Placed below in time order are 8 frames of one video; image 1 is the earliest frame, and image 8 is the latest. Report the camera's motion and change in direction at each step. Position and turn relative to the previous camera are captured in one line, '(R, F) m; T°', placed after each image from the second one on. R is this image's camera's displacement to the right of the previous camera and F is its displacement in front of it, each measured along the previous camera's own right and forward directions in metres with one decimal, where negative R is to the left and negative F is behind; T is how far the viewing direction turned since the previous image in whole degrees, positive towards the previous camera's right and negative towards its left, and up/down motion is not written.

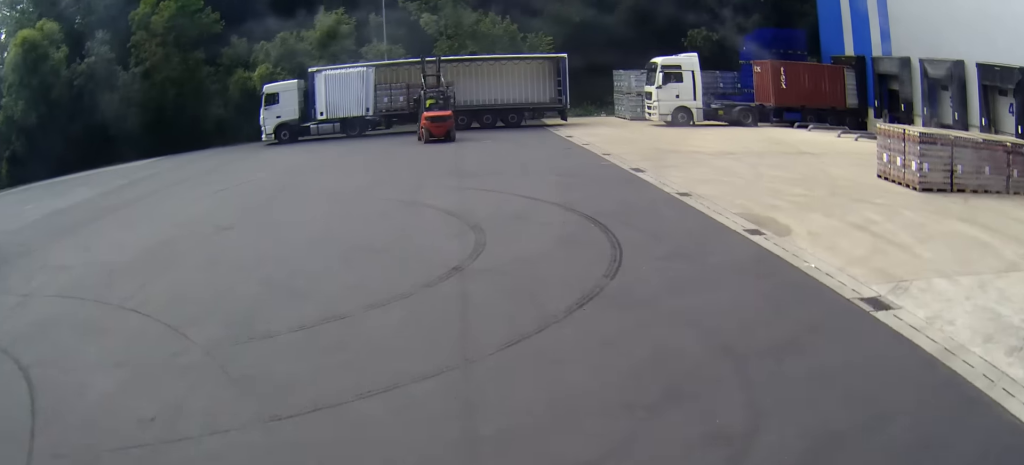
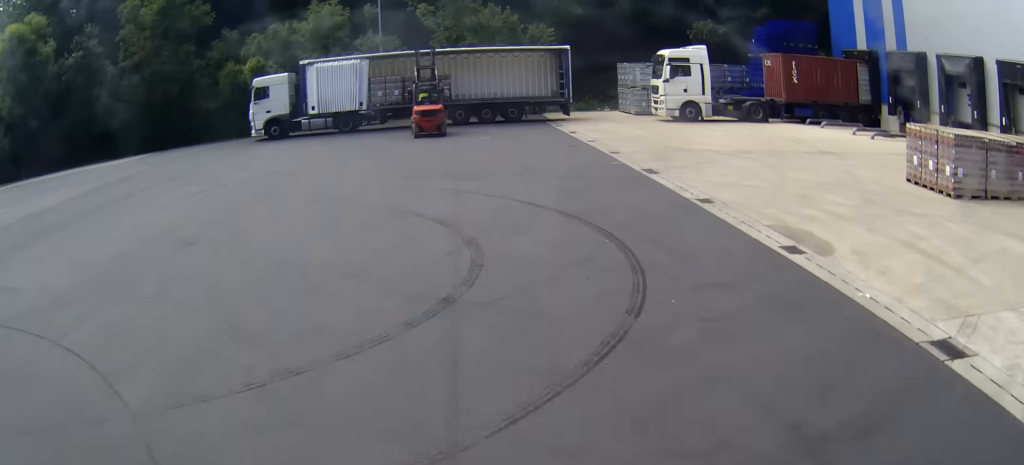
(0.0, +1.6) m; 0°
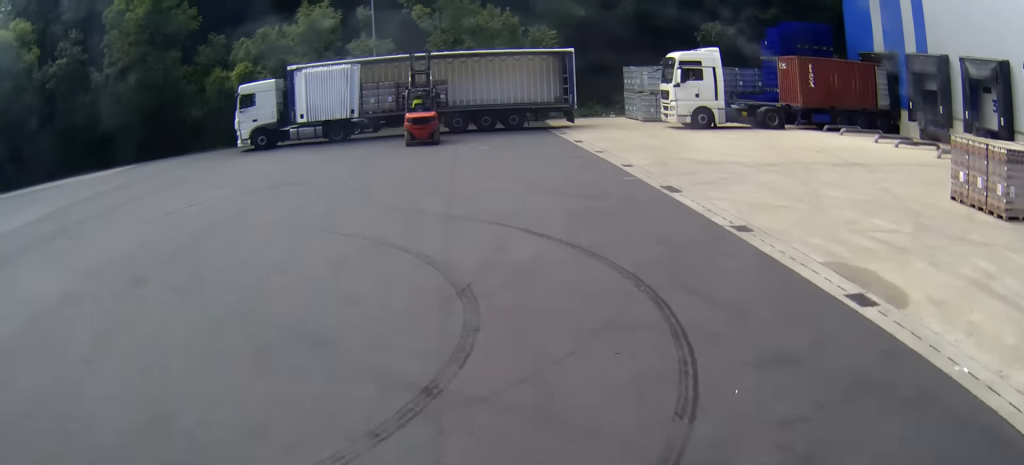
(0.0, +2.3) m; +1°
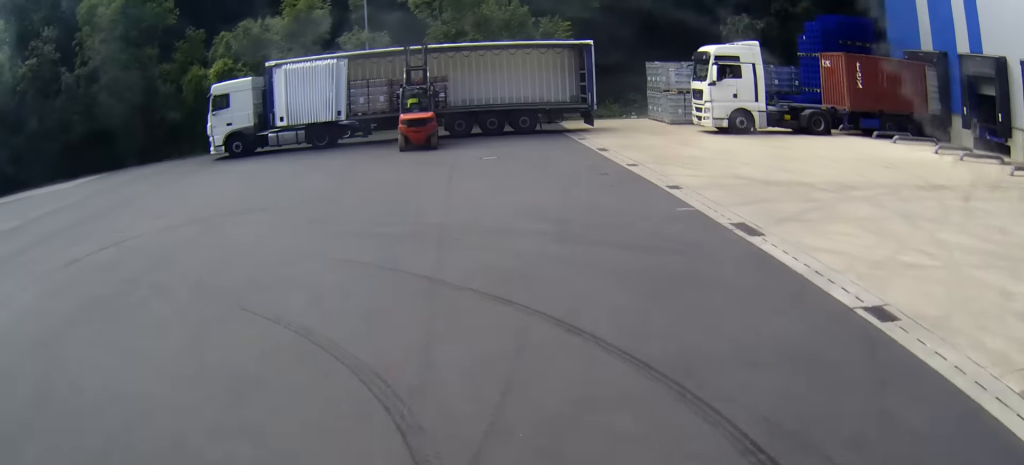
(+0.1, +4.6) m; -1°
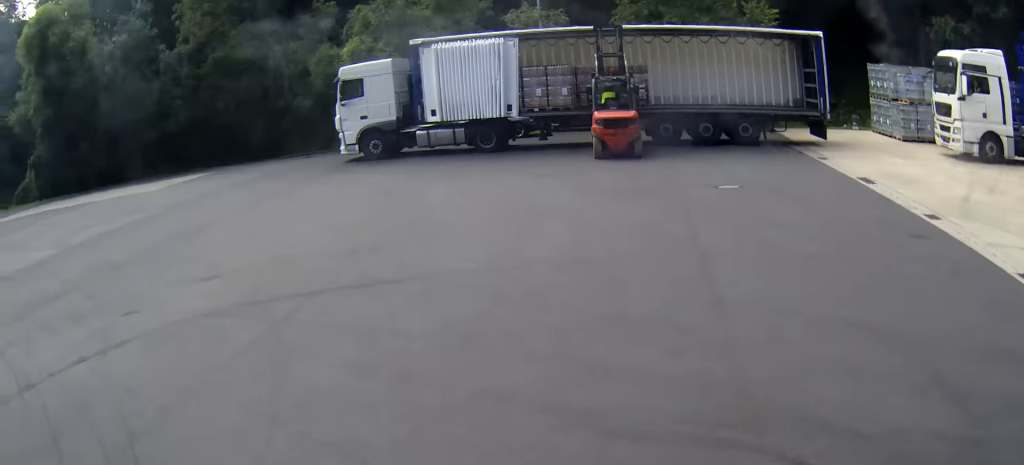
(-0.9, +7.3) m; -20°
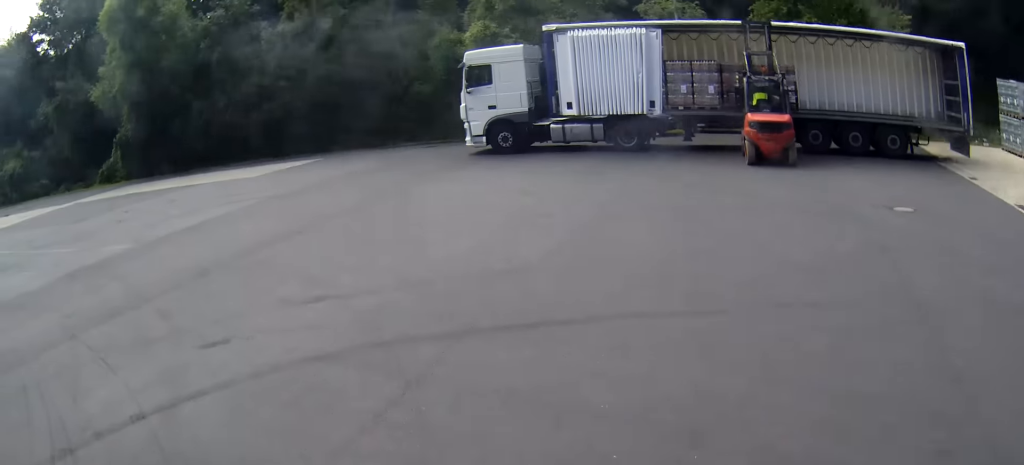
(-0.2, +2.2) m; -12°
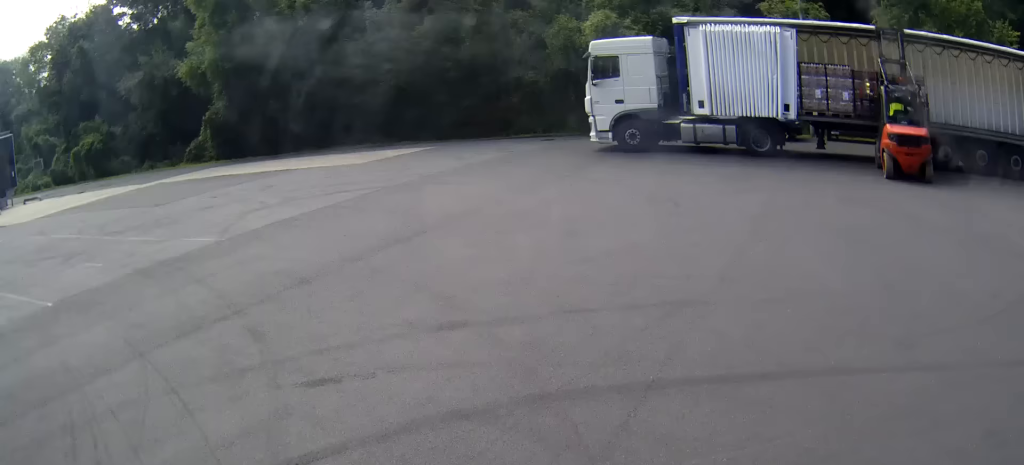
(-0.1, +1.7) m; -10°
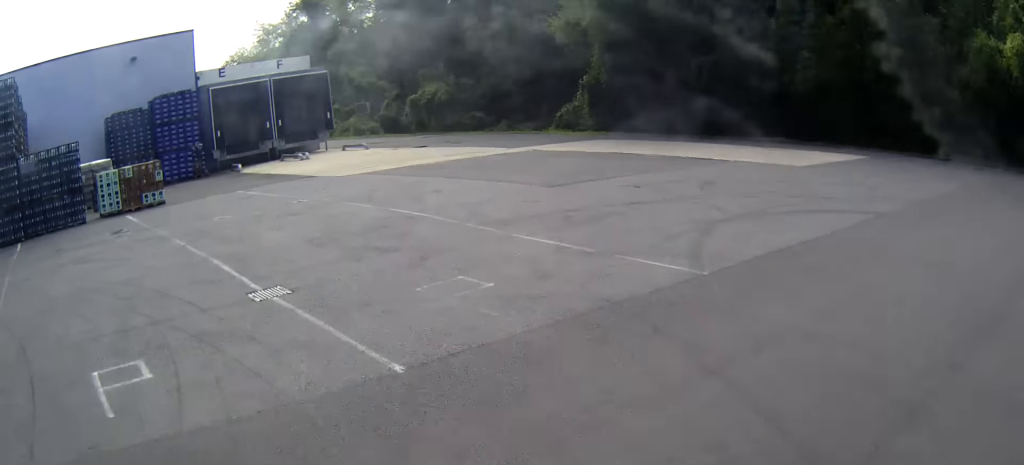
(-1.5, +4.9) m; -33°
